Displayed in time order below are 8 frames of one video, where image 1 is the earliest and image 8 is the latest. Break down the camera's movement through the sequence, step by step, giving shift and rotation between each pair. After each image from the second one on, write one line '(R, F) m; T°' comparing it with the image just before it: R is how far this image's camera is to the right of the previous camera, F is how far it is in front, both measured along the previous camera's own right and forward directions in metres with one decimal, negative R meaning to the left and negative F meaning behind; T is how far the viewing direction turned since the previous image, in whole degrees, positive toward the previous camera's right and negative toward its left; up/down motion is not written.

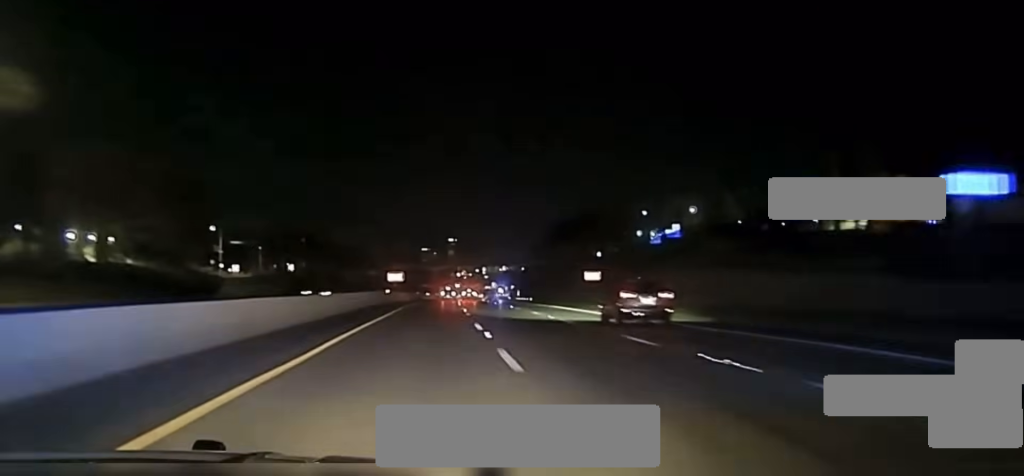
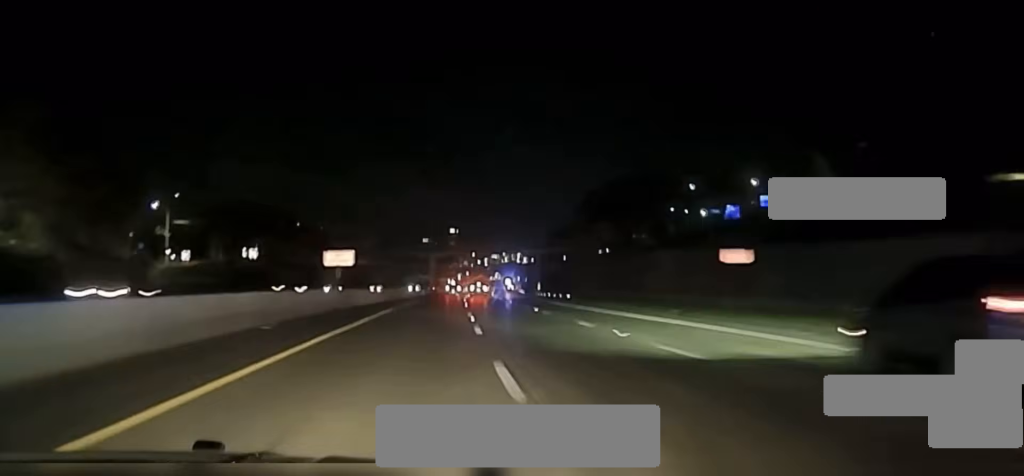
(+0.2, +44.4) m; +1°
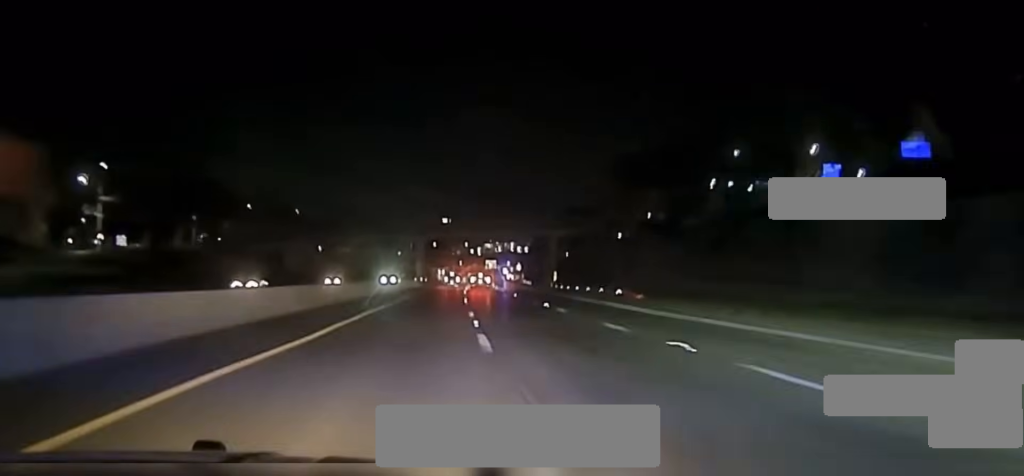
(+0.1, +31.5) m; 0°
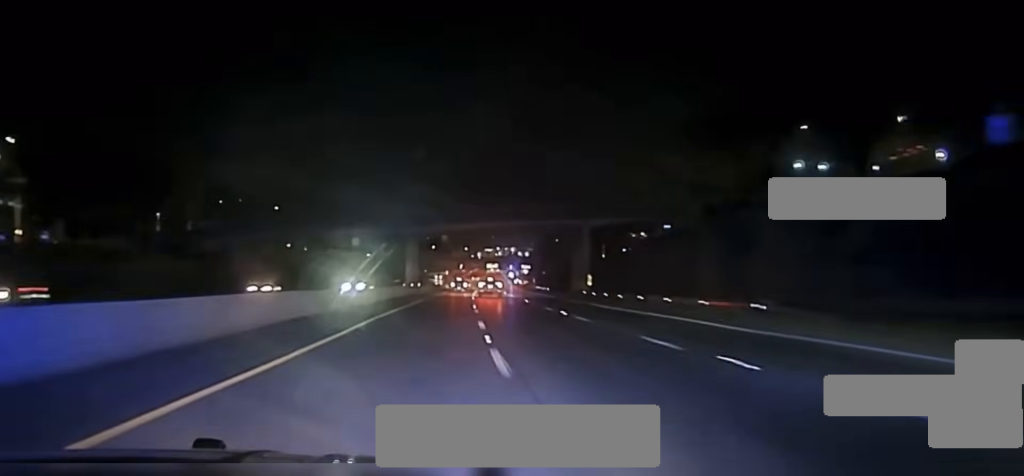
(+0.2, +28.1) m; 0°
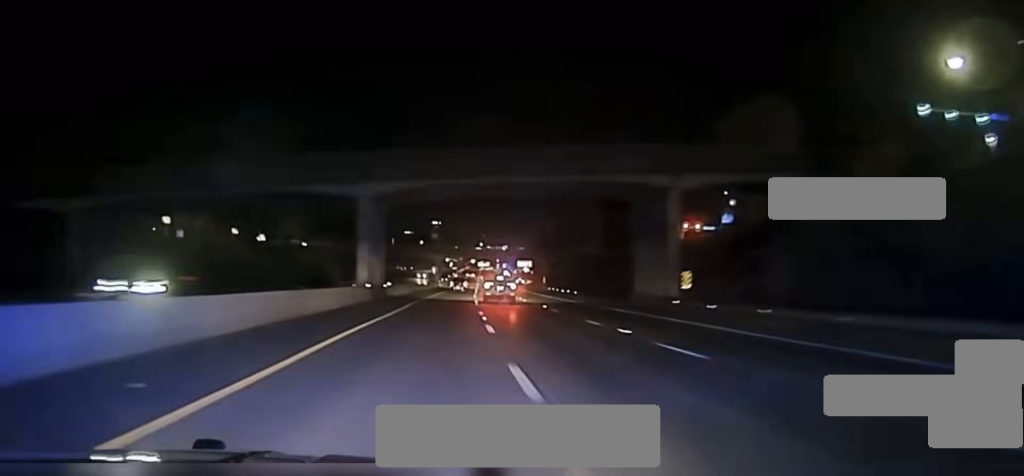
(+0.1, +39.0) m; 0°
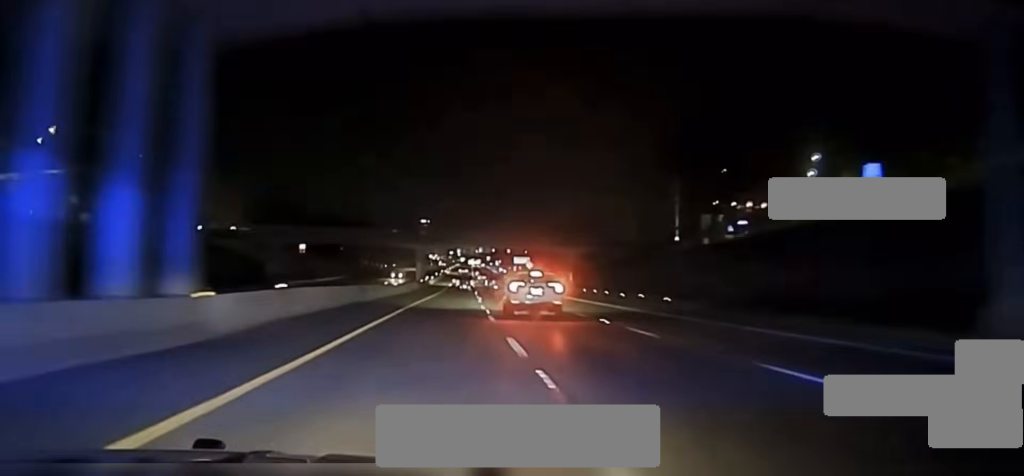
(0.0, +42.5) m; 0°
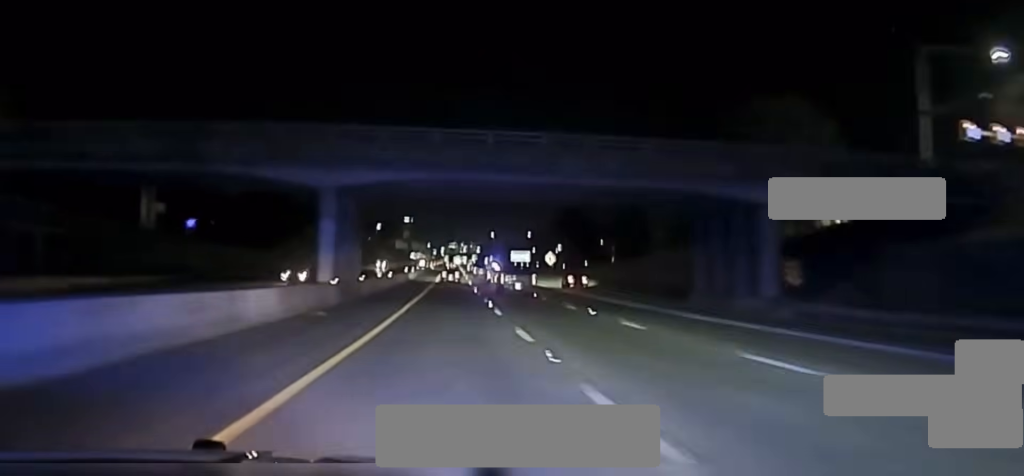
(+0.5, +69.9) m; +1°
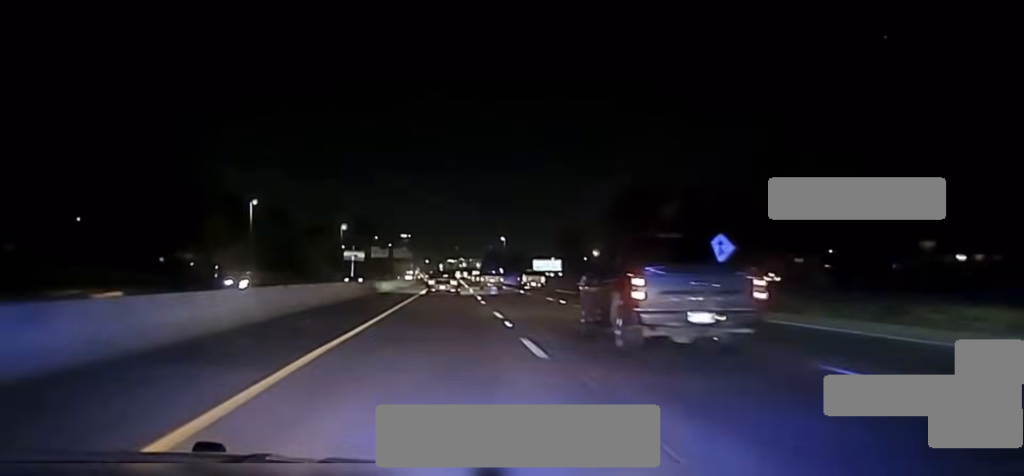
(+0.3, +88.2) m; 0°
